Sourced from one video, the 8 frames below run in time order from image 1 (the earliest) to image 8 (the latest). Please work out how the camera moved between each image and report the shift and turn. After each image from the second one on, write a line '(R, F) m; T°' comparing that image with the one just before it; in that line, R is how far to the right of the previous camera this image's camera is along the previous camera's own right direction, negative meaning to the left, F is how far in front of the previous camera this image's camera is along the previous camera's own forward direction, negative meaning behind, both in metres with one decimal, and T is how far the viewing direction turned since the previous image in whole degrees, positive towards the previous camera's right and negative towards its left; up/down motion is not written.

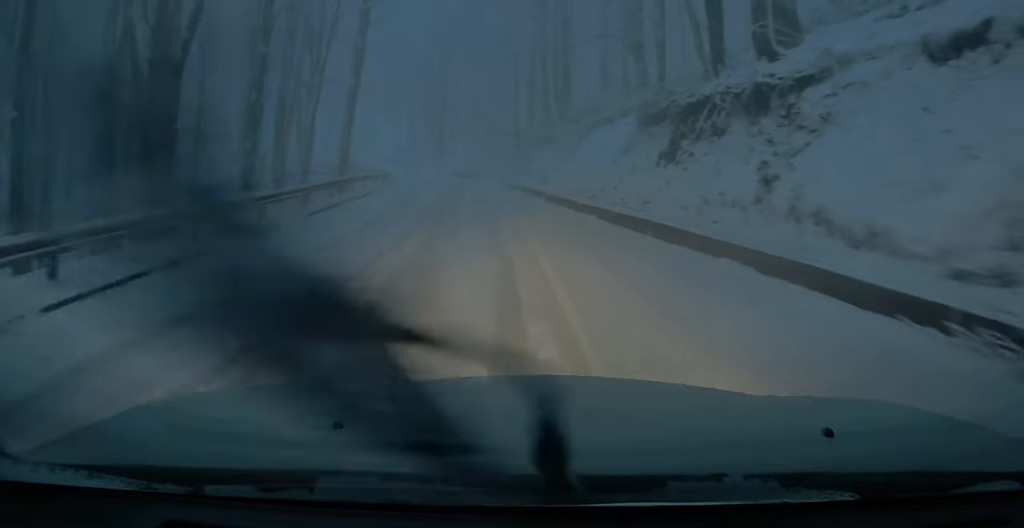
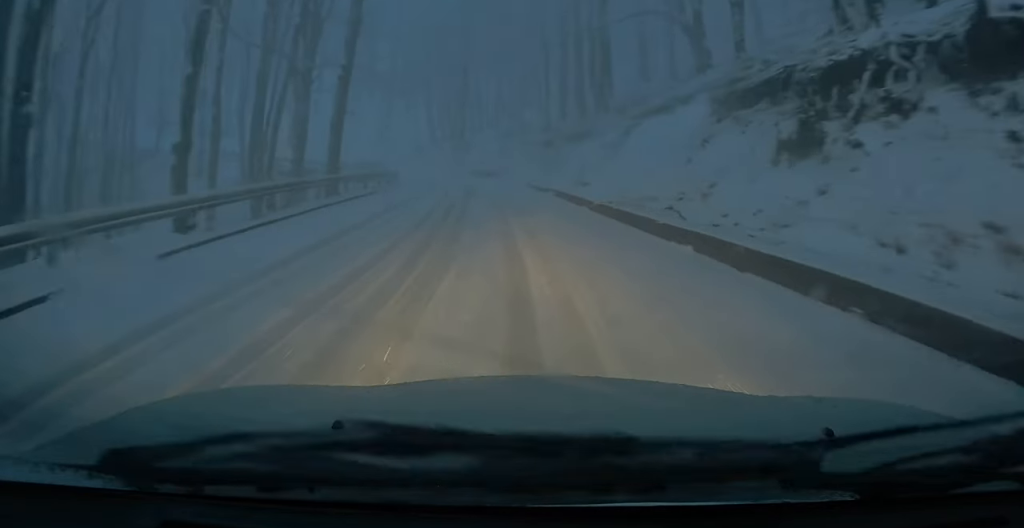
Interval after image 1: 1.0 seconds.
(-0.4, +6.2) m; -4°
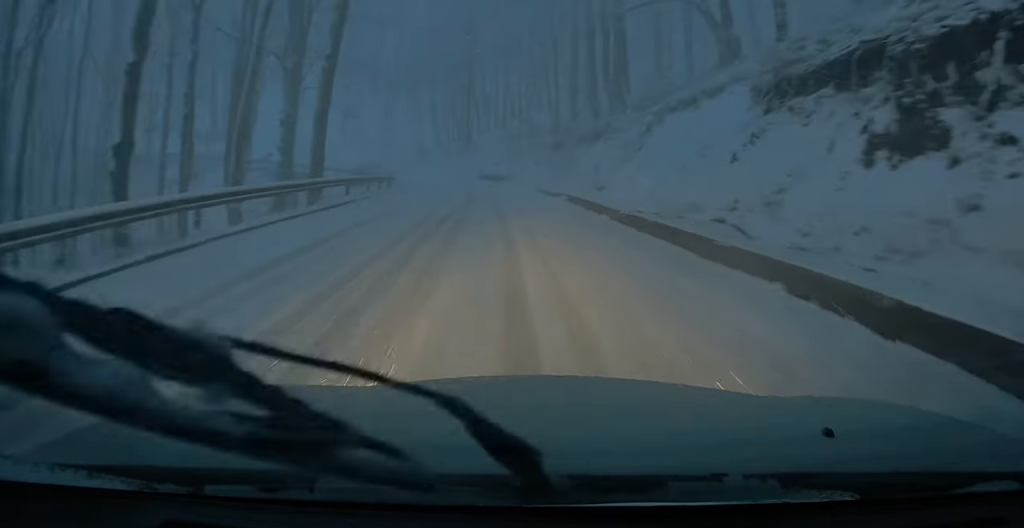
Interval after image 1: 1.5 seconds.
(0.0, +2.7) m; +1°
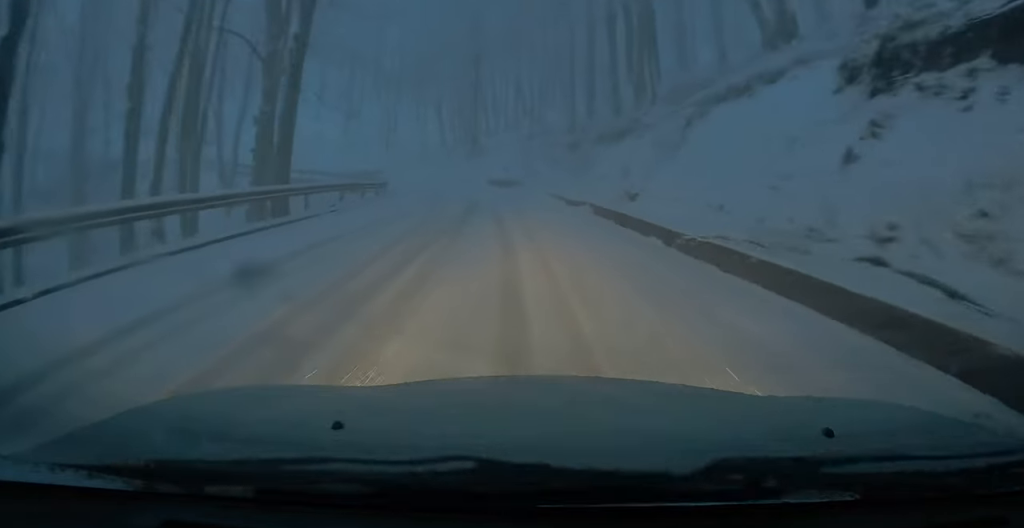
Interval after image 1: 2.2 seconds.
(0.0, +3.9) m; +2°
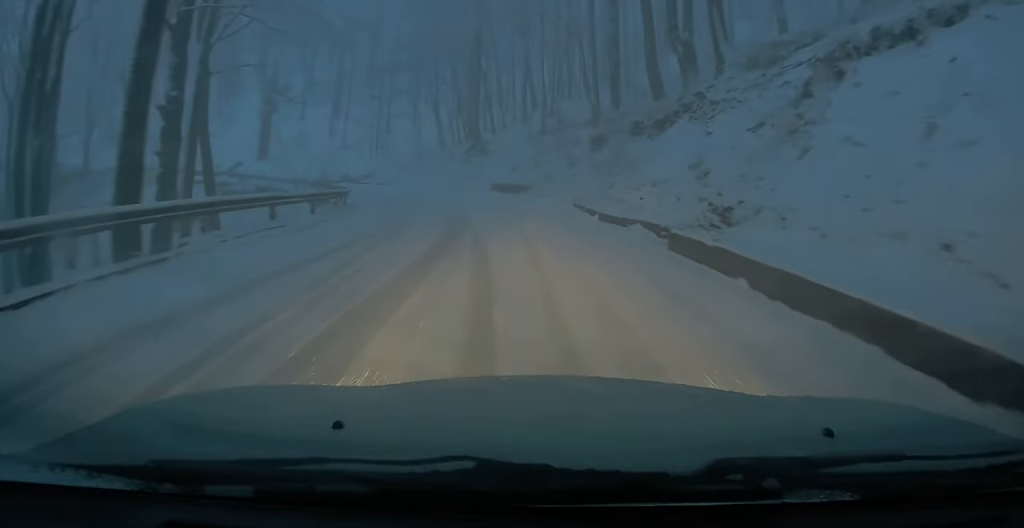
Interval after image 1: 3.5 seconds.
(+0.2, +6.8) m; 0°
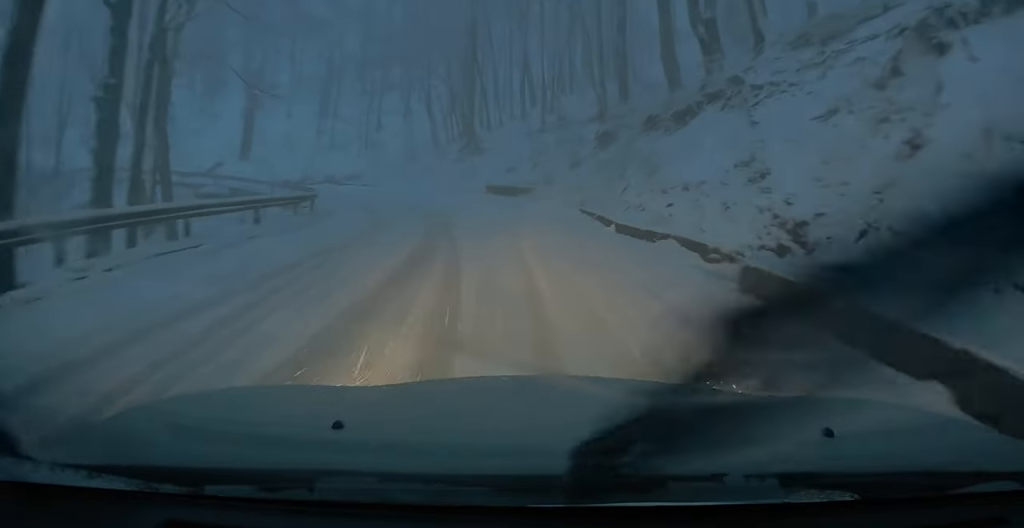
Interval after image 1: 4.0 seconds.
(-0.1, +2.8) m; -2°
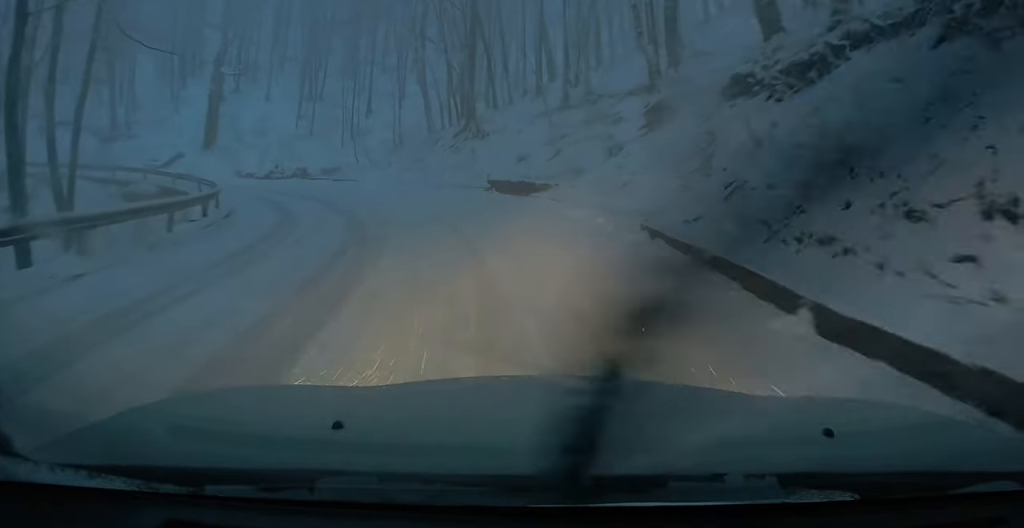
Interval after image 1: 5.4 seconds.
(+0.1, +6.6) m; +1°
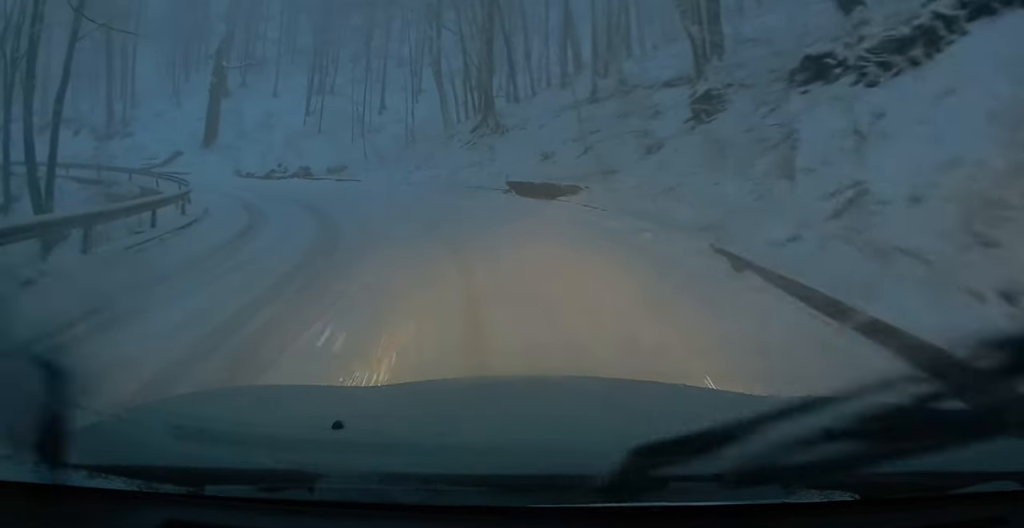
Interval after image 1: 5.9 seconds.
(+0.1, +2.2) m; -1°
